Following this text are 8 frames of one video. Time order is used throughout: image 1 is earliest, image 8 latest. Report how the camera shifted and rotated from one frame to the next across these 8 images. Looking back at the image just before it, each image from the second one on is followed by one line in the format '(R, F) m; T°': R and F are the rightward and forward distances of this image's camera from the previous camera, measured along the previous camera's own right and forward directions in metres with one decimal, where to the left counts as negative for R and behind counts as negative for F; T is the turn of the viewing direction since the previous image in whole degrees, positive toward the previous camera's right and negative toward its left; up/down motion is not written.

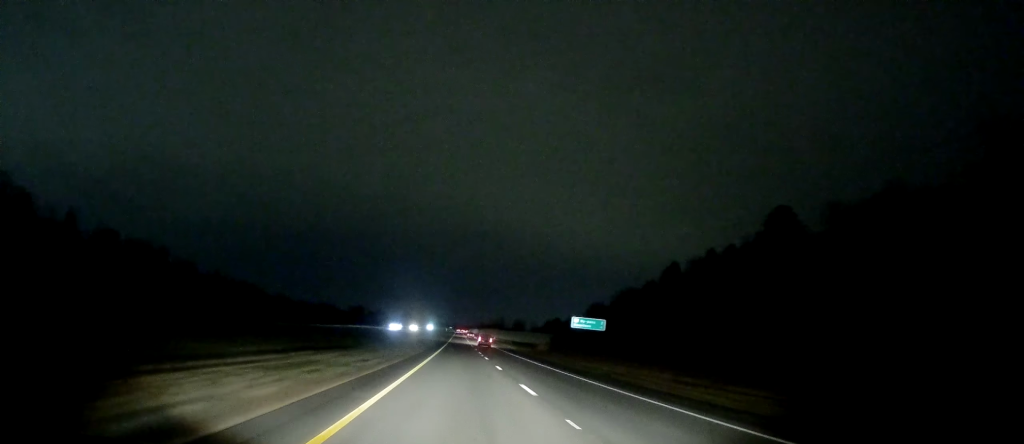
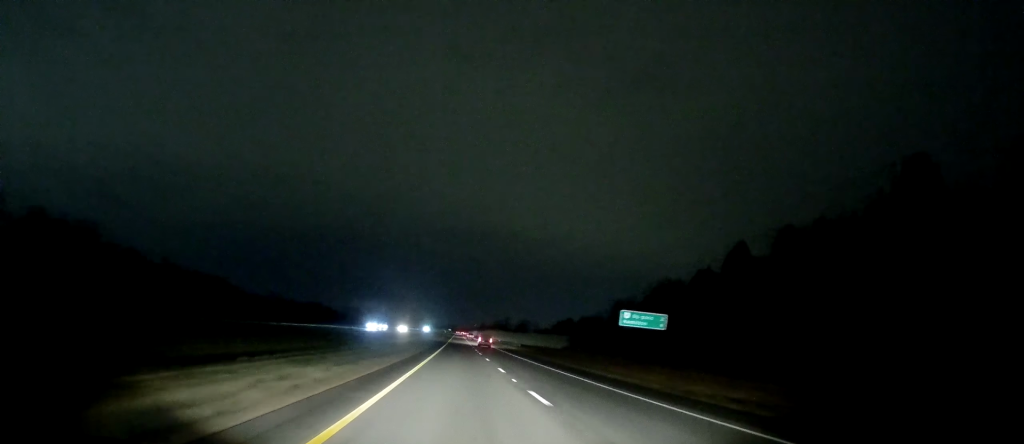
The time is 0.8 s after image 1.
(+0.2, +26.1) m; +1°
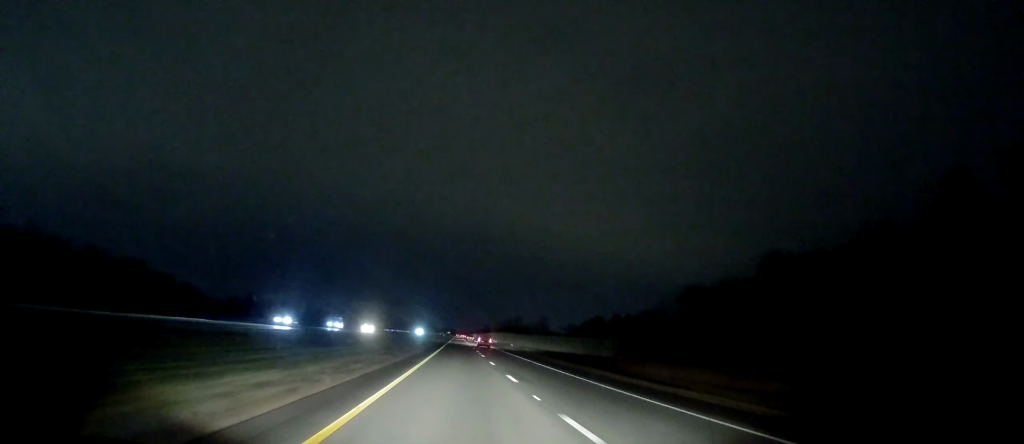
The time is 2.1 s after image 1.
(+0.3, +41.3) m; 0°
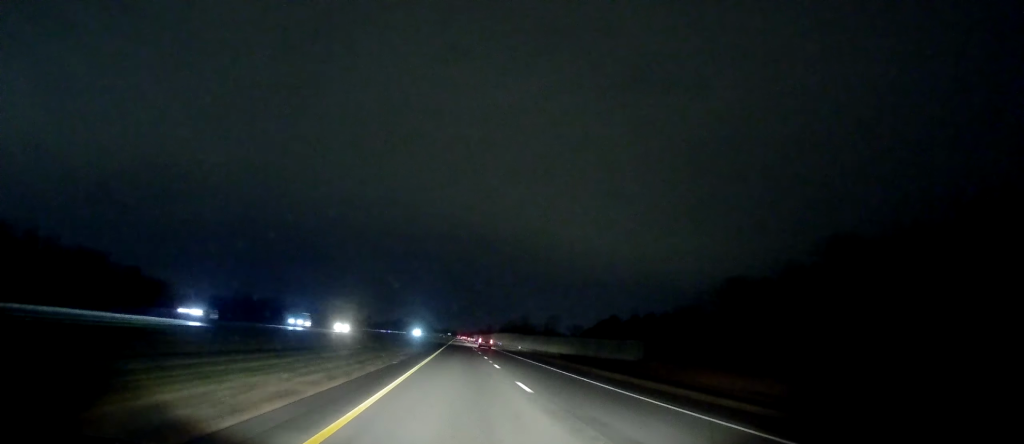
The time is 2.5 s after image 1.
(-0.2, +15.2) m; 0°
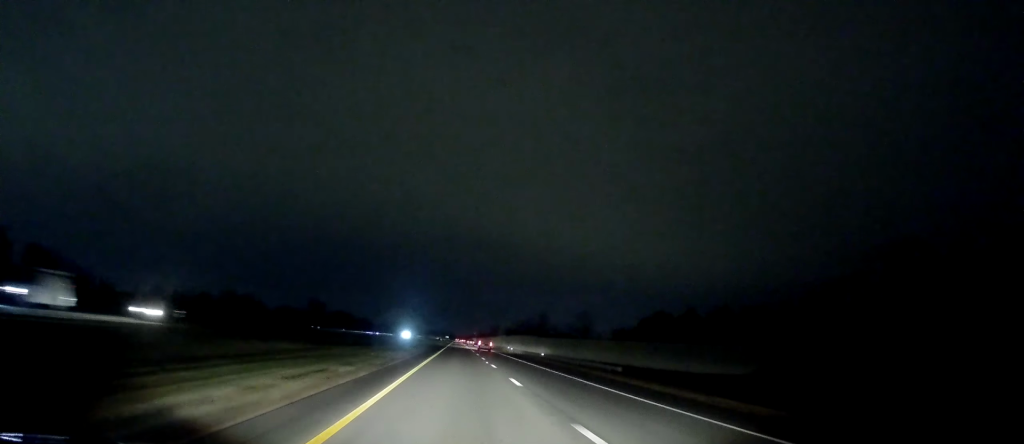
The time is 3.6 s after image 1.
(-0.1, +33.6) m; 0°
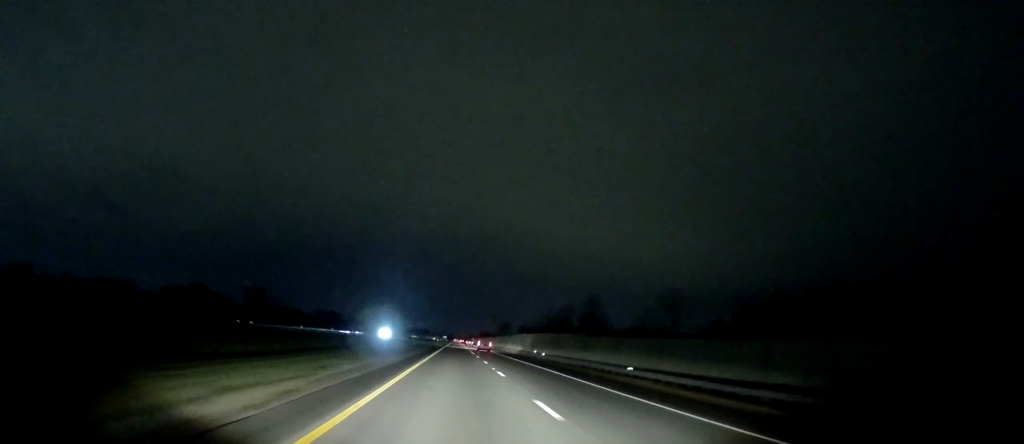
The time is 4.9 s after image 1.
(+0.4, +43.6) m; +1°
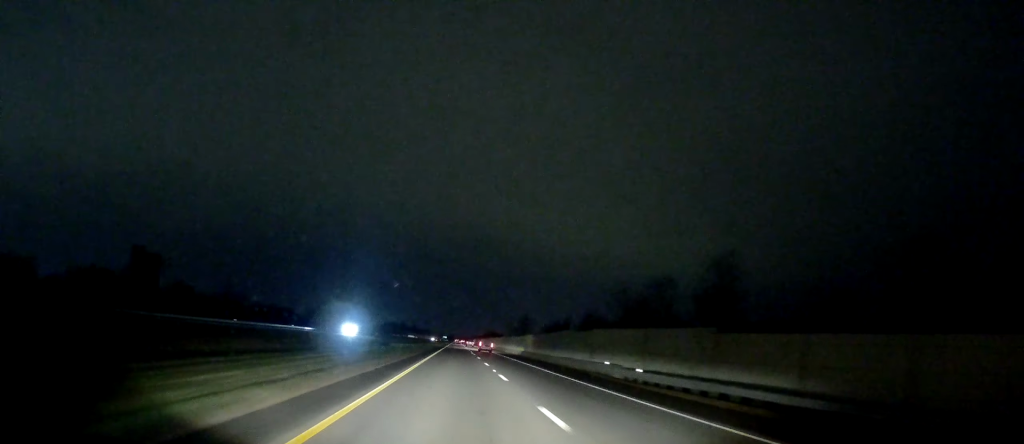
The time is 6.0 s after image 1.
(0.0, +37.2) m; 0°
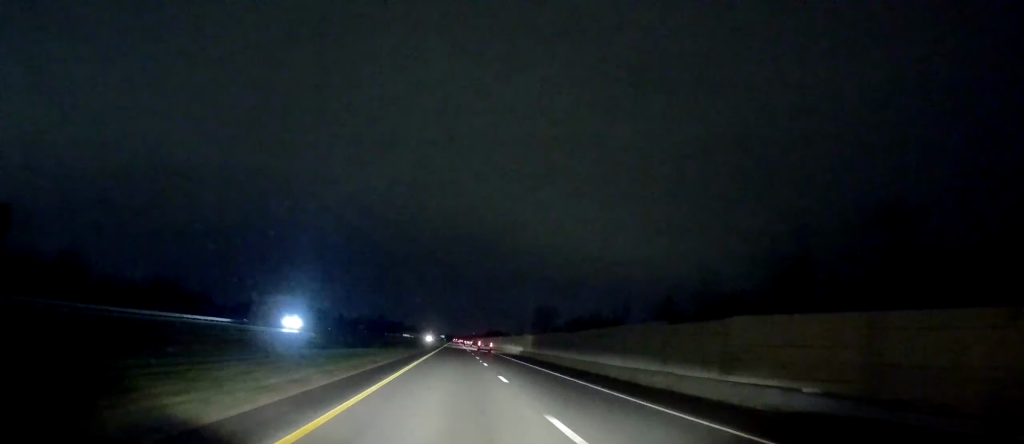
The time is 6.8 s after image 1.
(0.0, +25.4) m; 0°
